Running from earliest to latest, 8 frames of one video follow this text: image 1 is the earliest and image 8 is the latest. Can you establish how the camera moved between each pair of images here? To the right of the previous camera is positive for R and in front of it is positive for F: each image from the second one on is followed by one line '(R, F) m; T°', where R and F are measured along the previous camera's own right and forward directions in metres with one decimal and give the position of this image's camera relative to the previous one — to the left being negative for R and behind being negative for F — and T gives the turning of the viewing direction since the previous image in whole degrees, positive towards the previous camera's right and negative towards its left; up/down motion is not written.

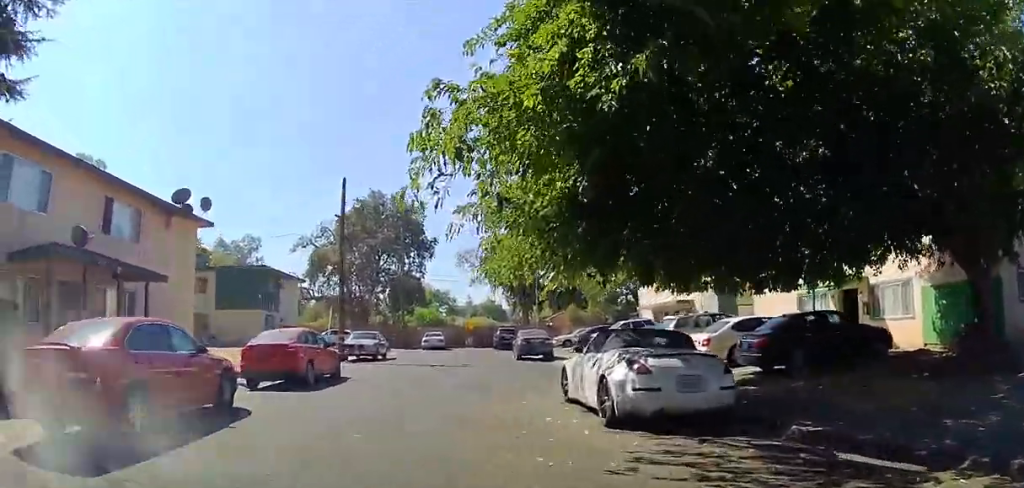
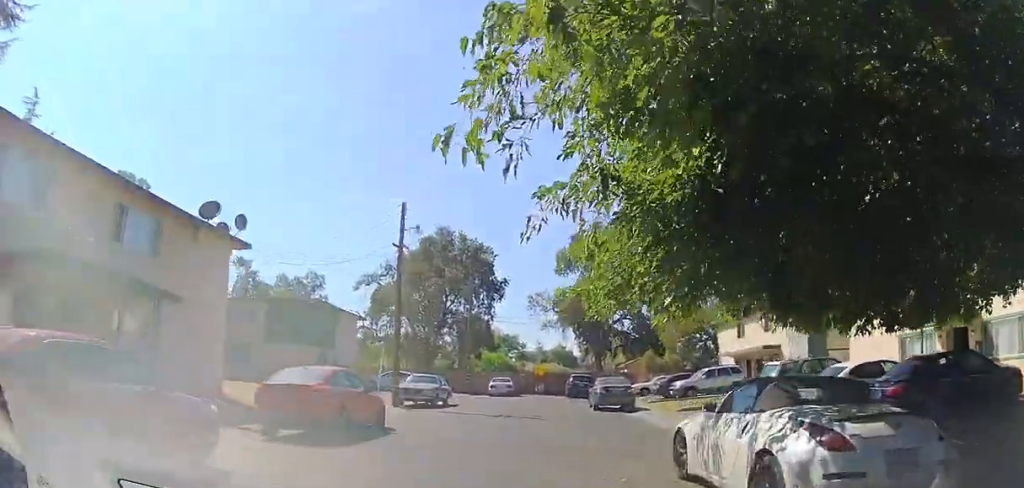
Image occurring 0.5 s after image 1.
(0.0, +2.7) m; 0°
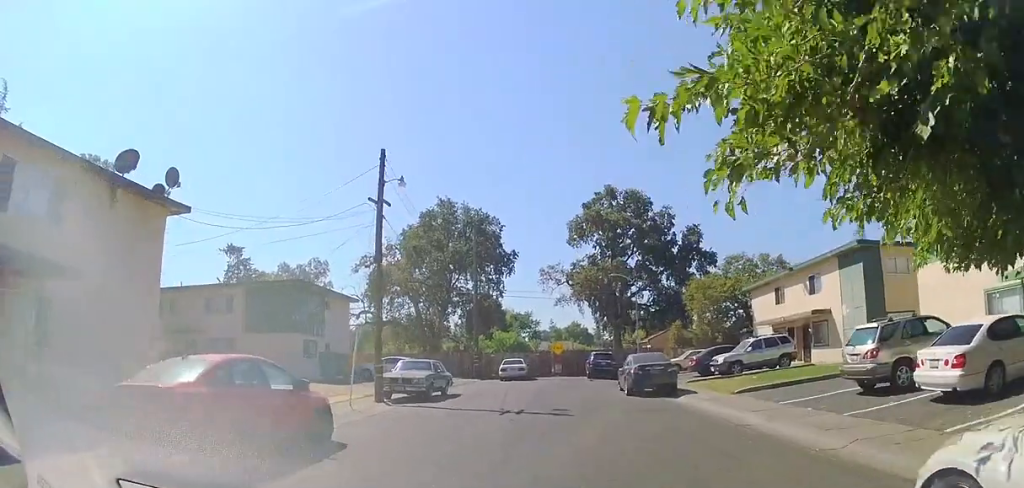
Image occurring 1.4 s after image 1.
(0.0, +4.7) m; 0°
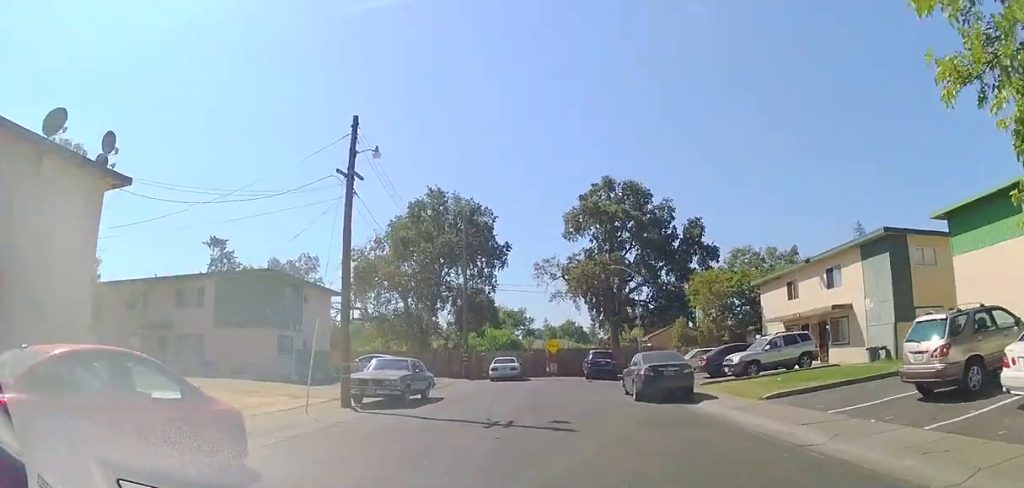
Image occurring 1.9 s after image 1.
(0.0, +2.8) m; 0°
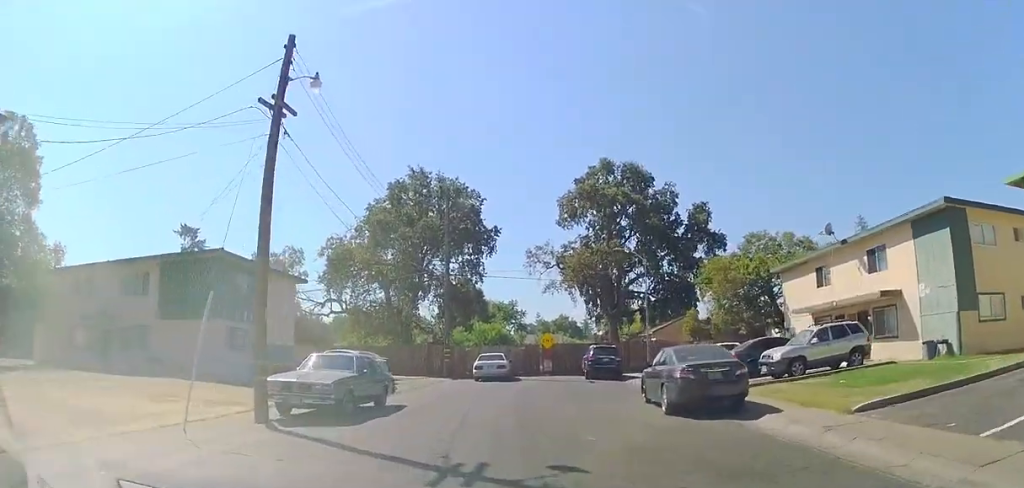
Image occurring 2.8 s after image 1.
(0.0, +4.9) m; 0°
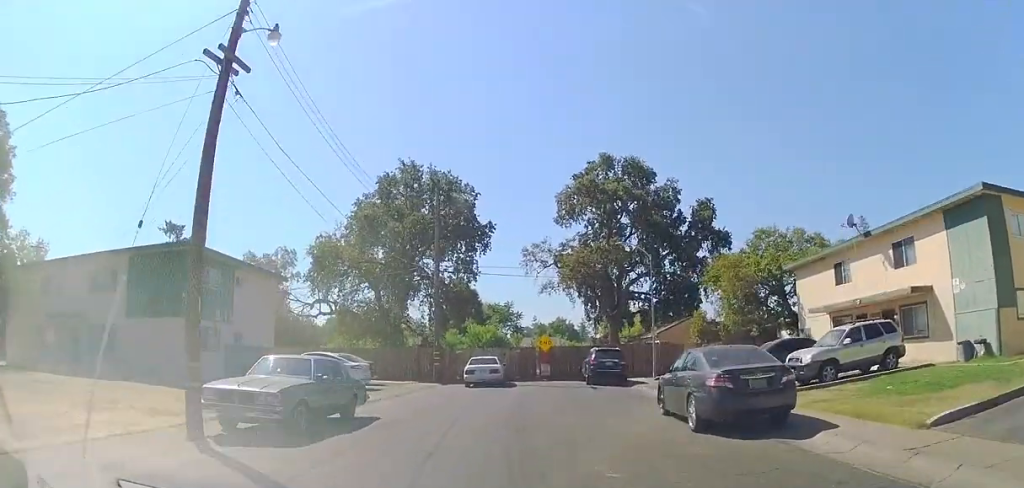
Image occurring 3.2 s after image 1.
(0.0, +2.3) m; 0°
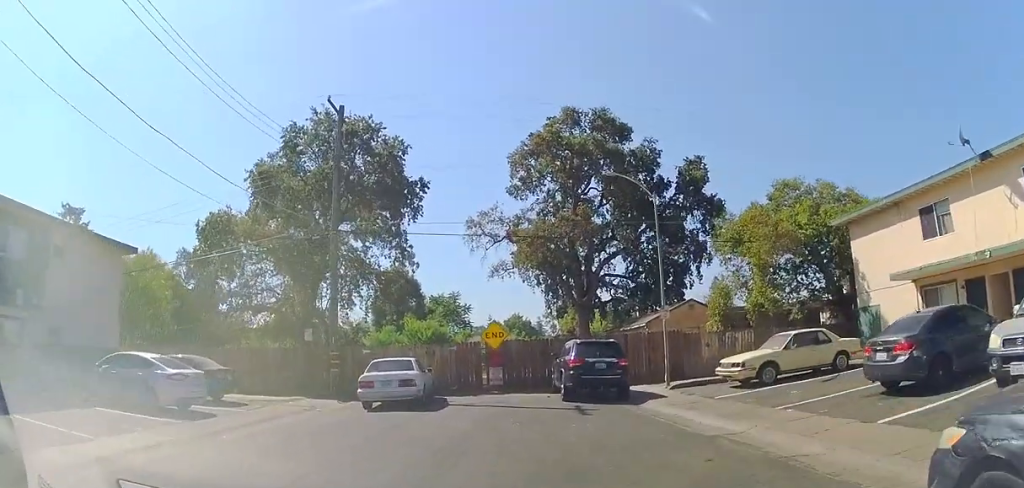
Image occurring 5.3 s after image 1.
(0.0, +10.5) m; 0°
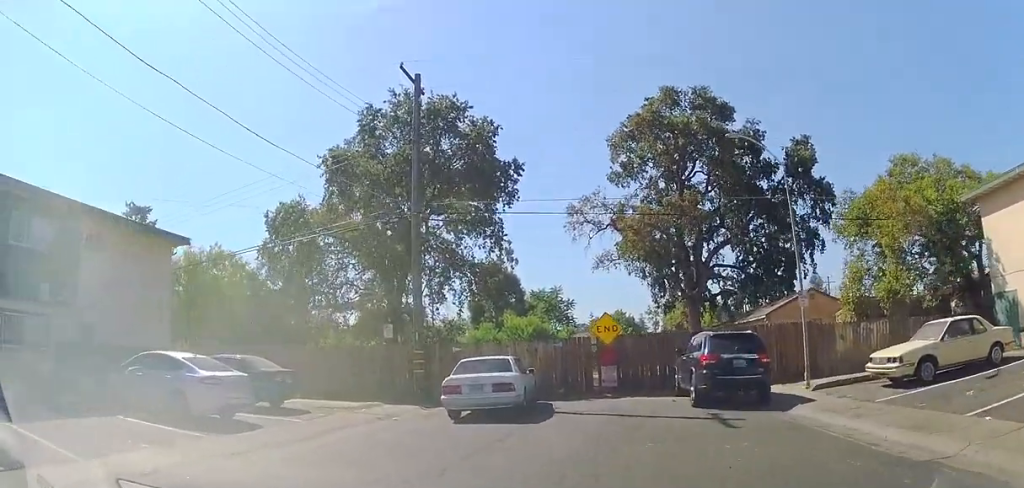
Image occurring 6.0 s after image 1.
(0.0, +3.3) m; -3°
